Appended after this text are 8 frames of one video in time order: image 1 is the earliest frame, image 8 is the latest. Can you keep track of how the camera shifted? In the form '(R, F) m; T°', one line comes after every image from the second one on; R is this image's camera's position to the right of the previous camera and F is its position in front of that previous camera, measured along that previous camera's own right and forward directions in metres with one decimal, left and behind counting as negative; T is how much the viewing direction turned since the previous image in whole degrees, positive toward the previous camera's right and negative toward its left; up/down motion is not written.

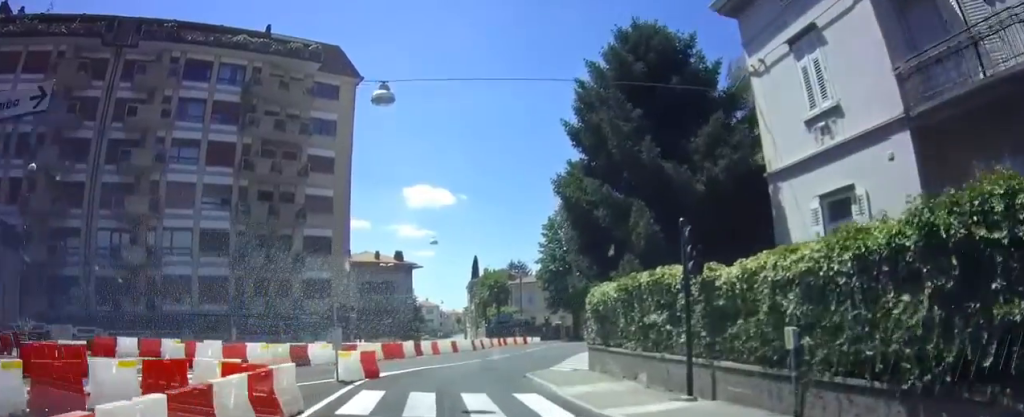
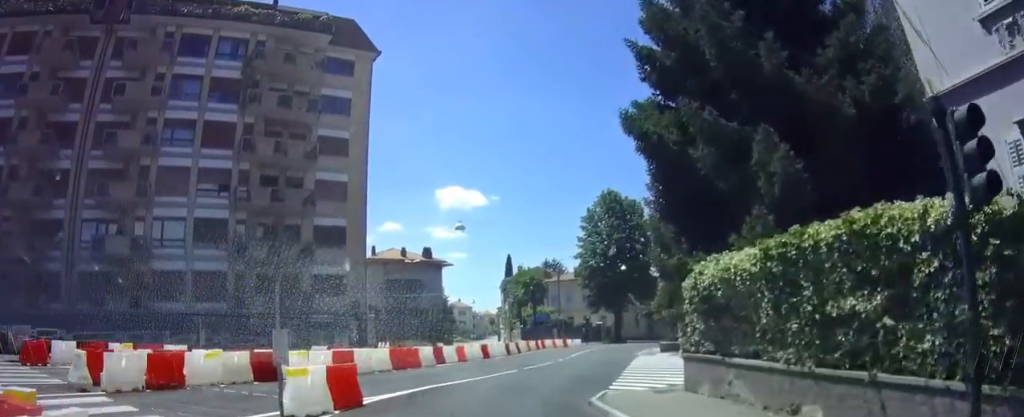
(+0.1, +4.7) m; -2°
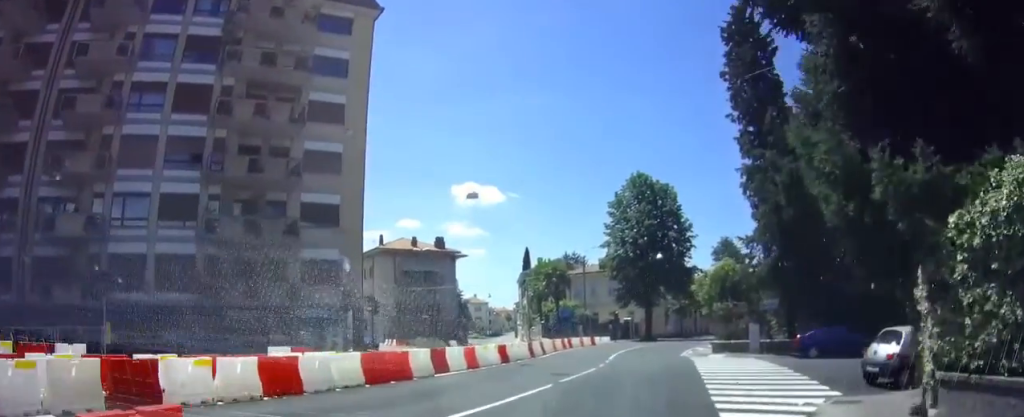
(-0.2, +5.7) m; 0°
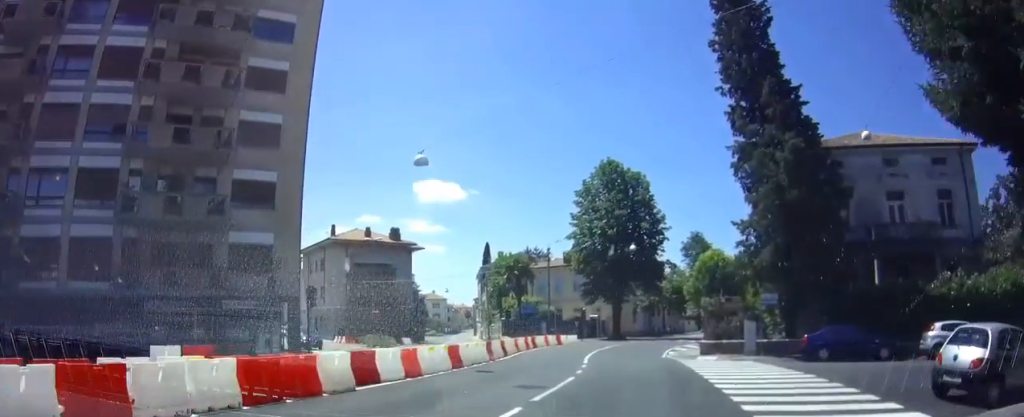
(-0.1, +3.8) m; +1°
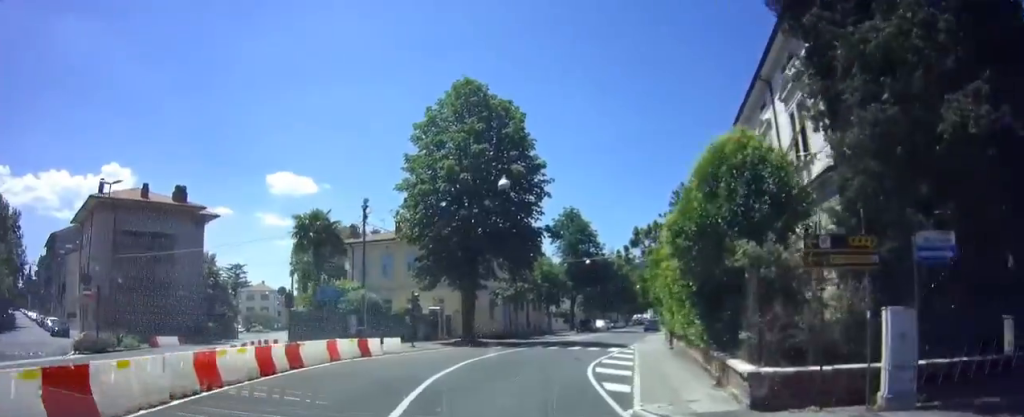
(+2.5, +17.8) m; +17°
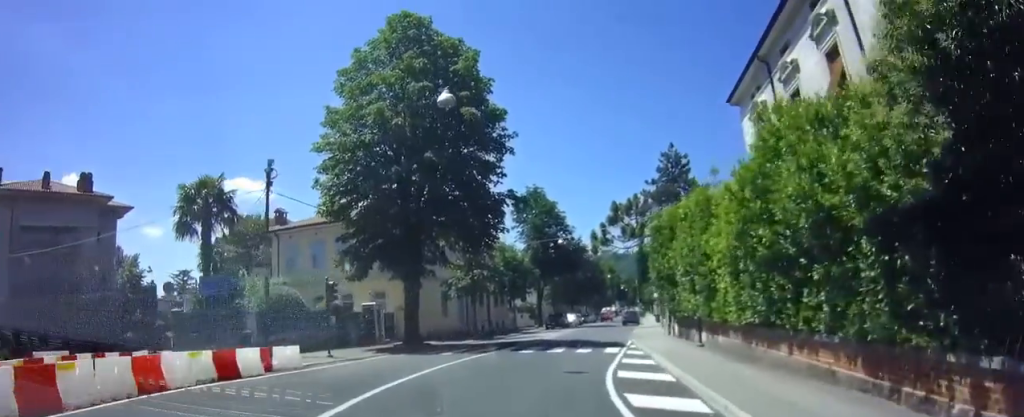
(+0.1, +8.5) m; -1°
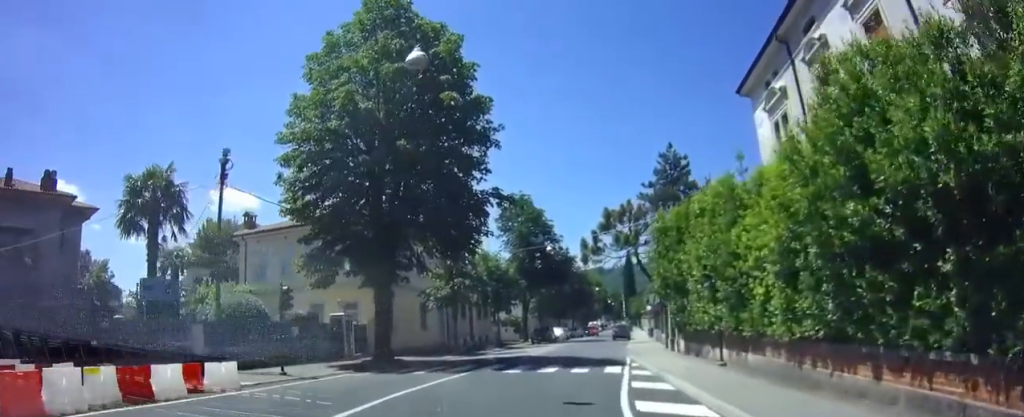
(-0.2, +2.8) m; +2°
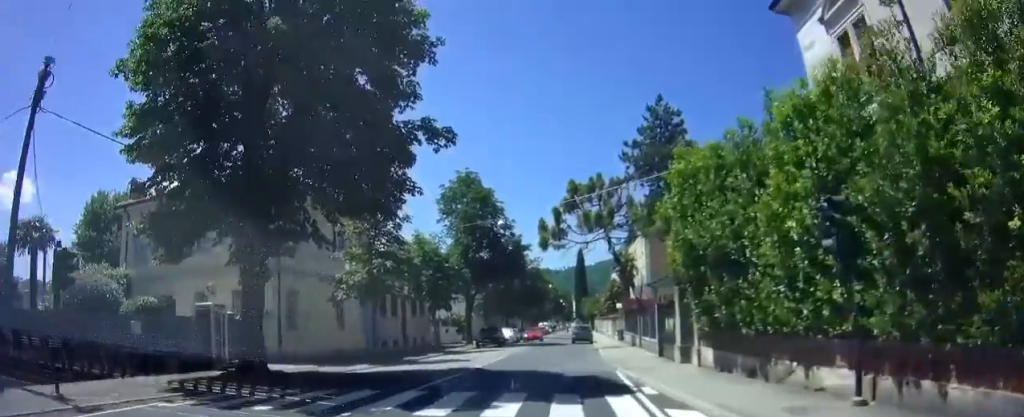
(+0.4, +7.4) m; +9°
